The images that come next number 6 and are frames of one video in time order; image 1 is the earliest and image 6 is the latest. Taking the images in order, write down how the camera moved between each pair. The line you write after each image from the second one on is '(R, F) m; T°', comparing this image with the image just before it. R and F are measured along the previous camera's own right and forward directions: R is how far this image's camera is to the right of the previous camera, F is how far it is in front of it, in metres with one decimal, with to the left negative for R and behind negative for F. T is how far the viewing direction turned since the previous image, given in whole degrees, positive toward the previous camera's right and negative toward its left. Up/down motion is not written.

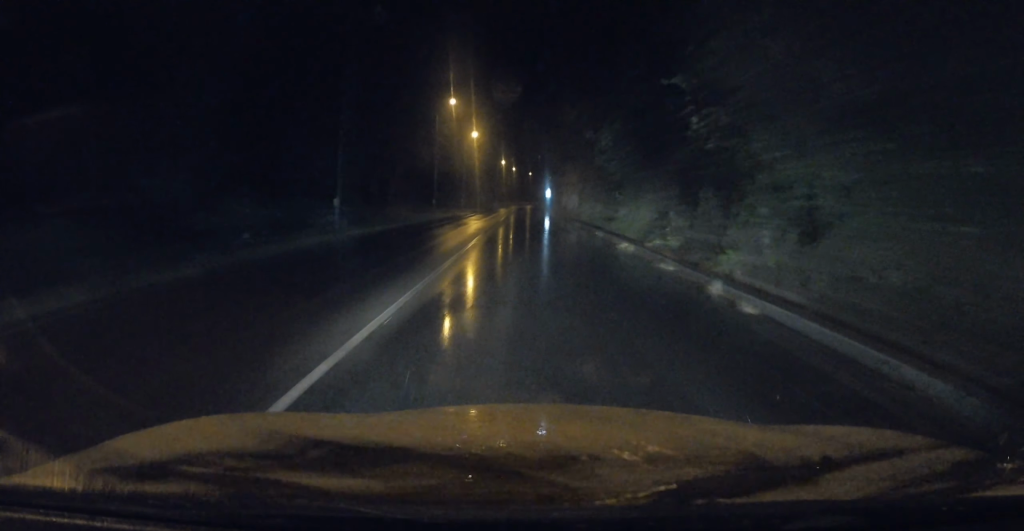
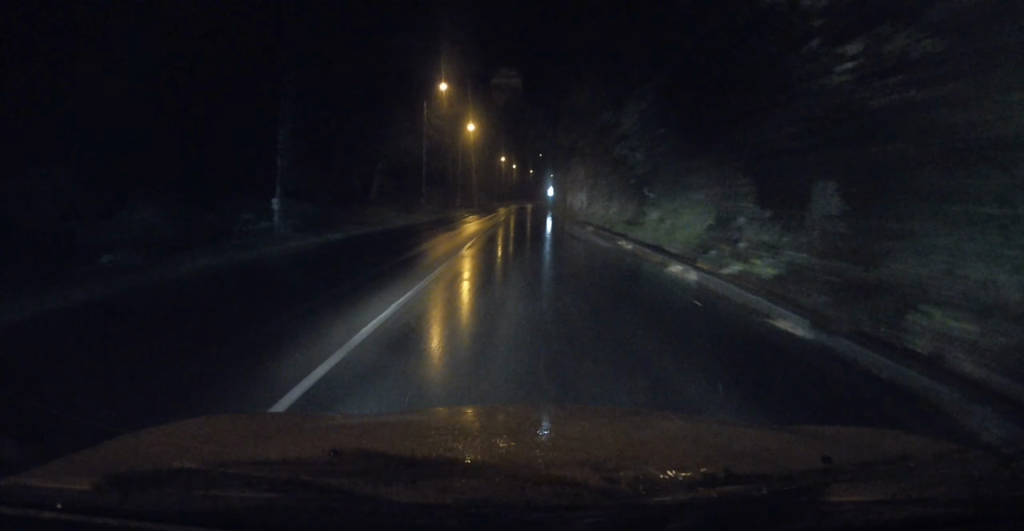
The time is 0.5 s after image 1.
(0.0, +6.3) m; -1°
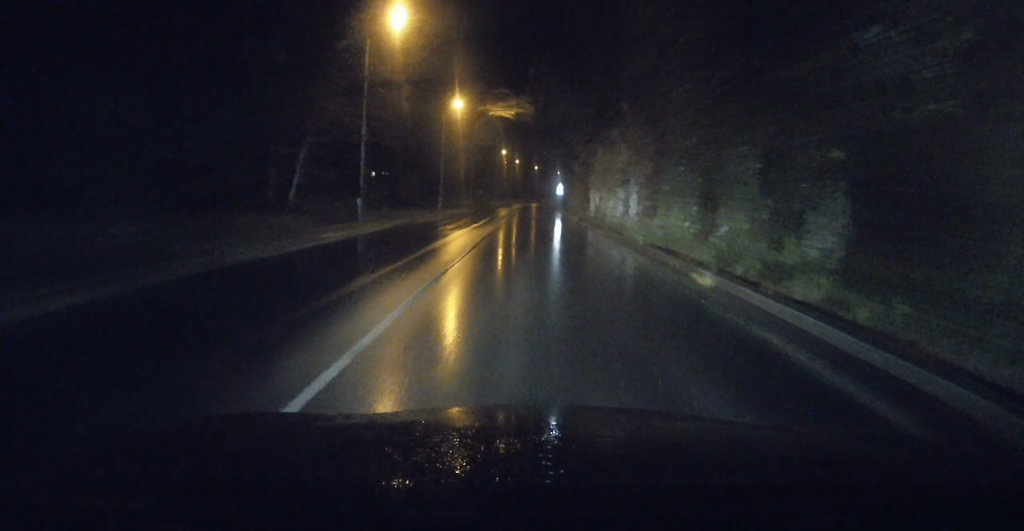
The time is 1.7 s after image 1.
(-0.2, +17.1) m; -1°
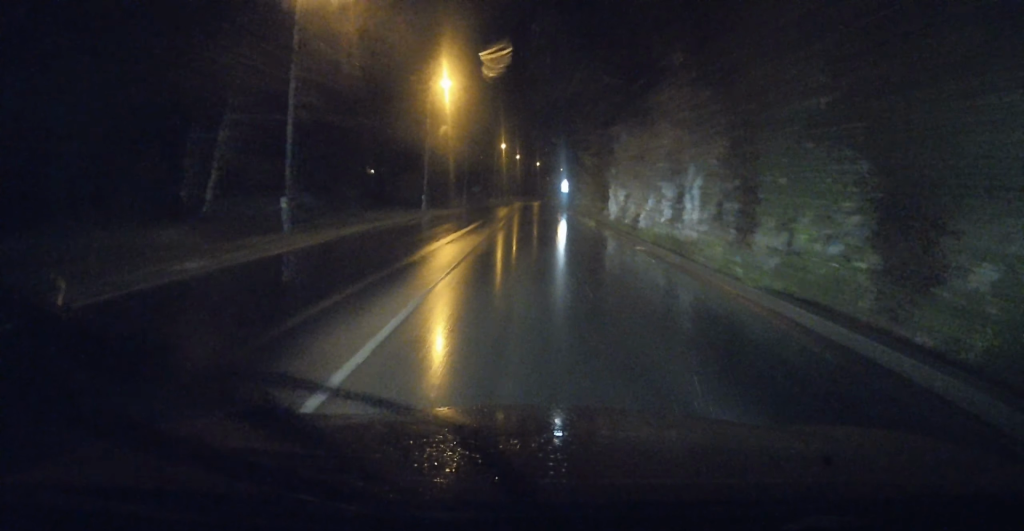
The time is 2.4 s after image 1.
(+0.1, +8.6) m; -1°
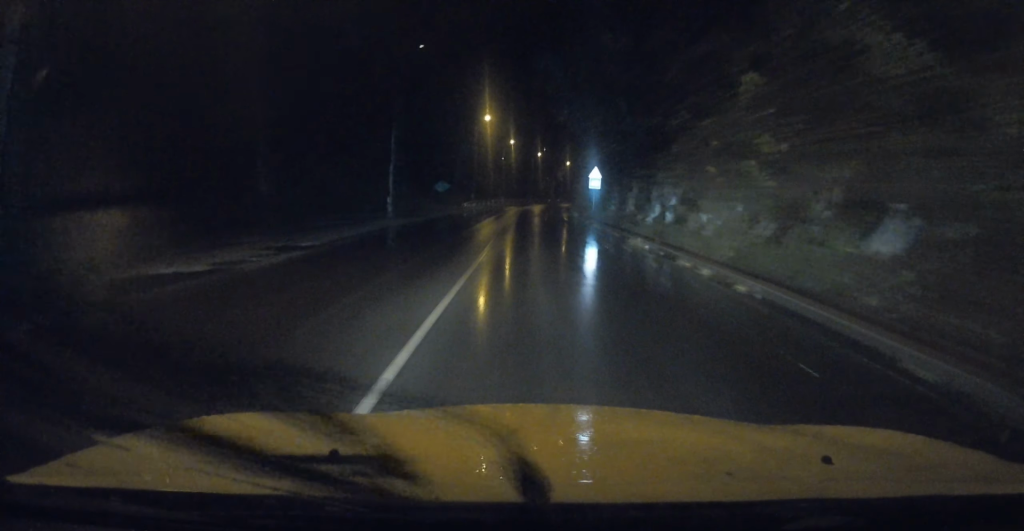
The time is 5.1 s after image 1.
(-0.1, +36.4) m; +1°
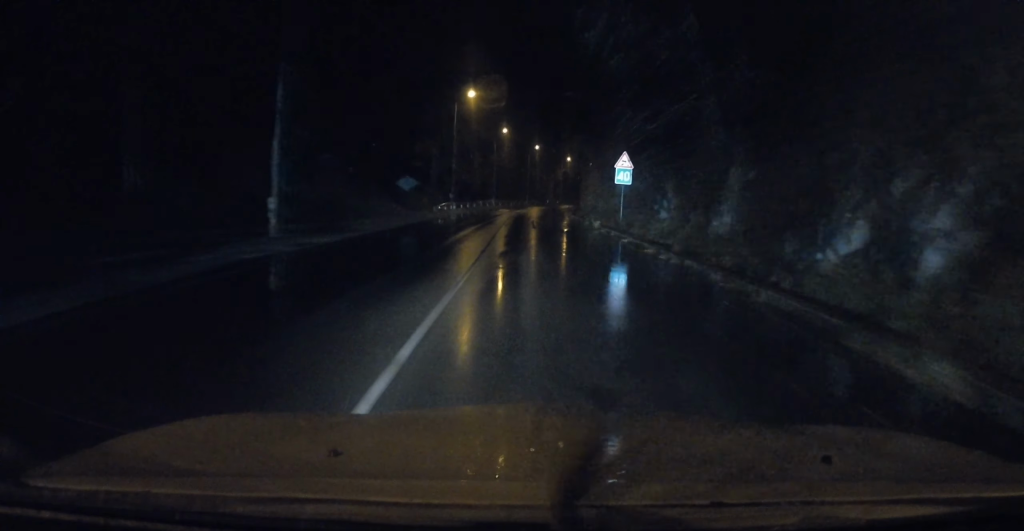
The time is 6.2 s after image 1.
(-0.1, +14.5) m; 0°
